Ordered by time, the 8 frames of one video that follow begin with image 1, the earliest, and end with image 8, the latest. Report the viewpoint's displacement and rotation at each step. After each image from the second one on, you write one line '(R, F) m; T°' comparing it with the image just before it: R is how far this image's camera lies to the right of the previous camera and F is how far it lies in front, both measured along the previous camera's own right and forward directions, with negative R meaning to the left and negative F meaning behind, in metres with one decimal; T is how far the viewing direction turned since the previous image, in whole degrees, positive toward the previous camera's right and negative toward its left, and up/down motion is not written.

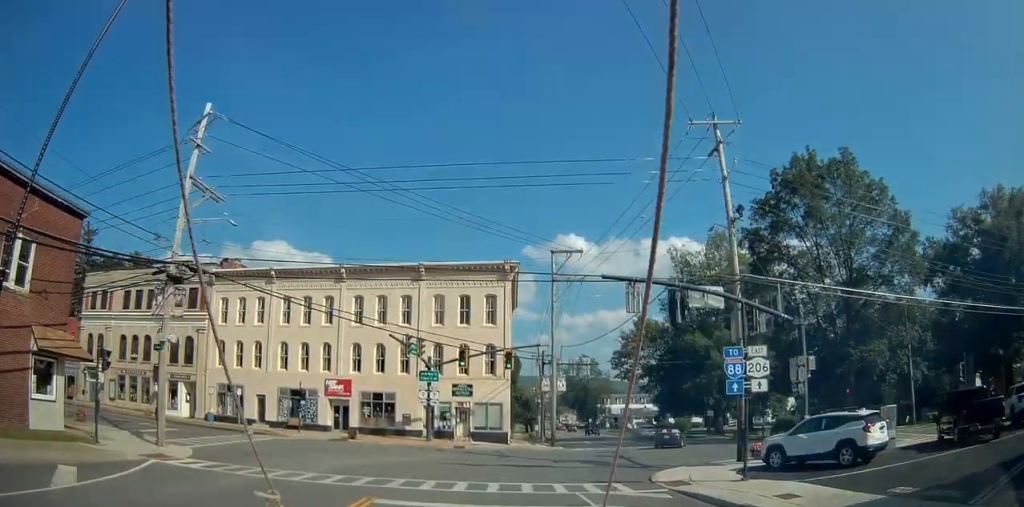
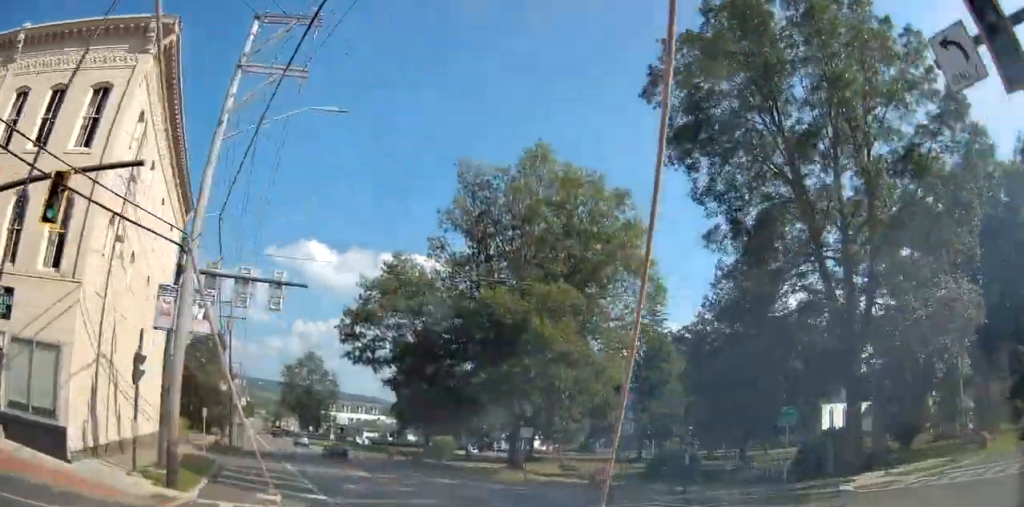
(+4.0, +27.8) m; +25°
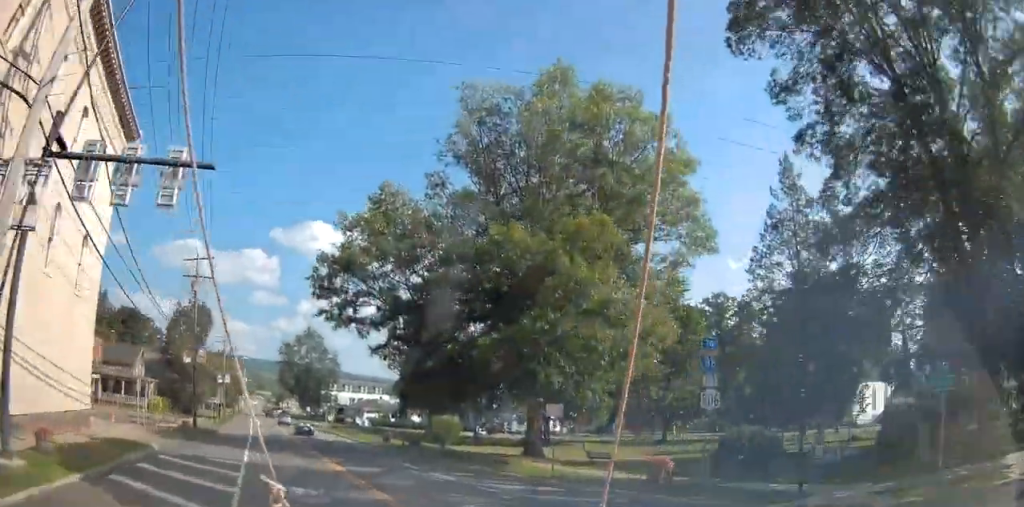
(+1.9, +9.1) m; -1°
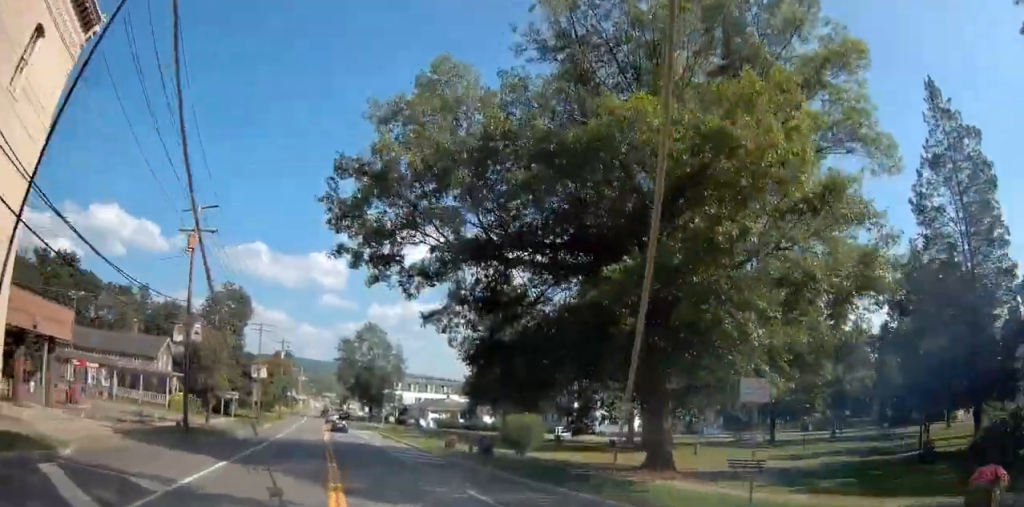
(+2.4, +11.3) m; -2°
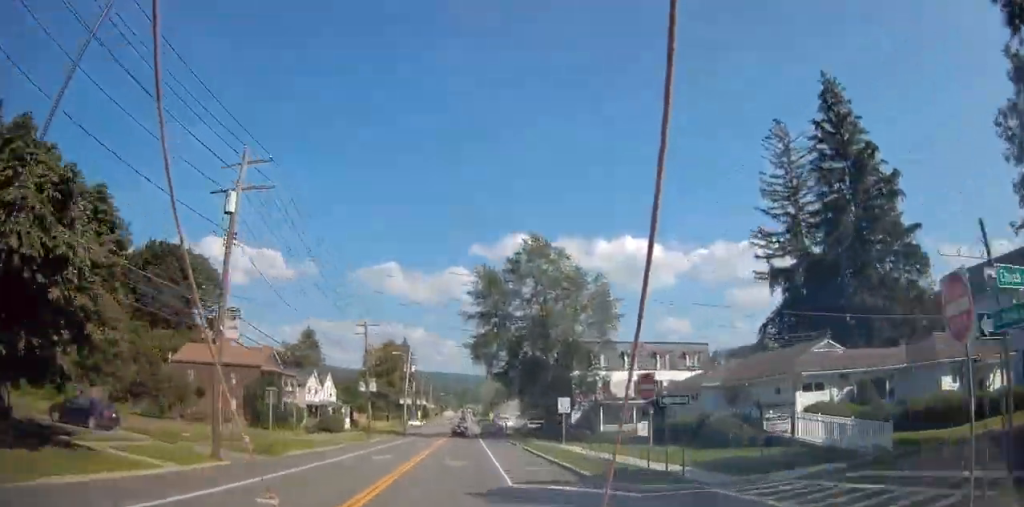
(-19.5, +65.6) m; -20°
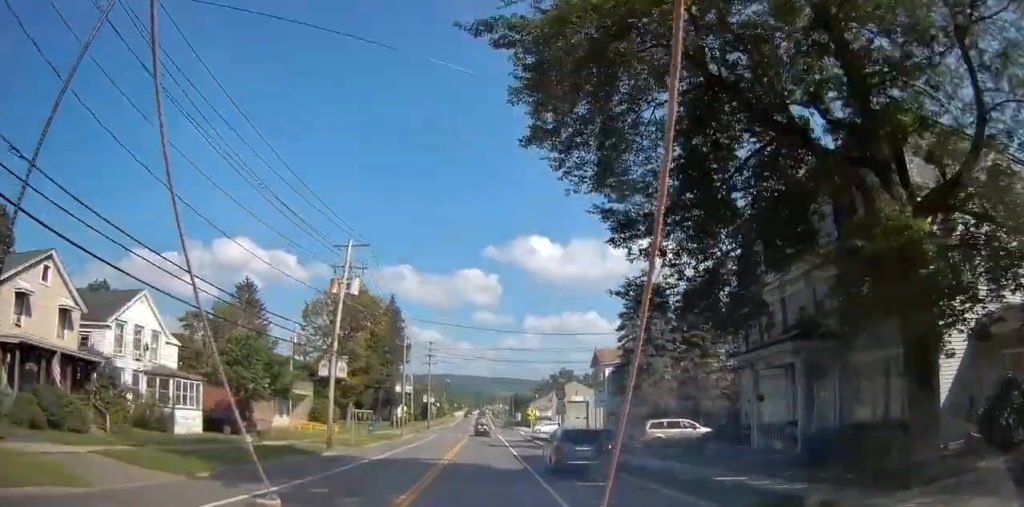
(0.0, +52.5) m; 0°
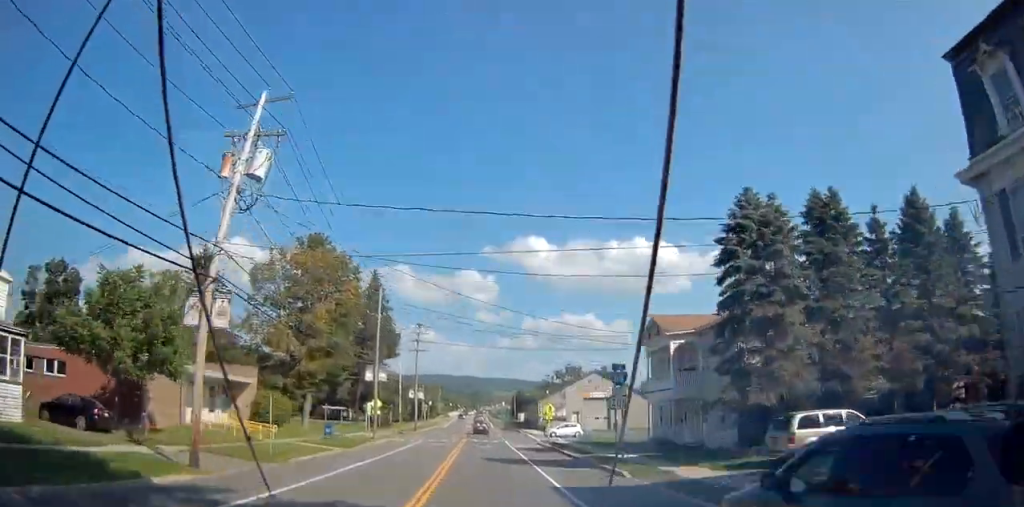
(+0.1, +17.1) m; +1°
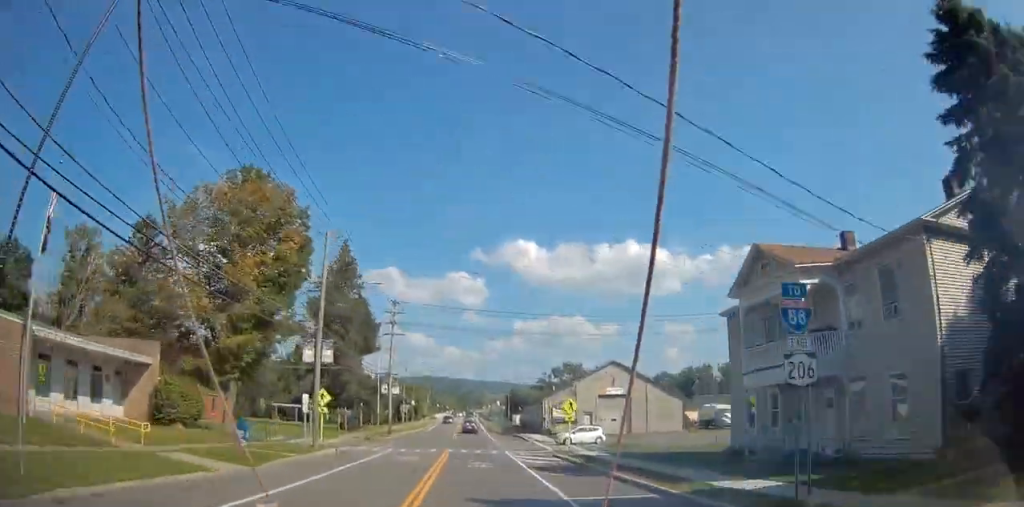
(-0.1, +14.8) m; +1°
